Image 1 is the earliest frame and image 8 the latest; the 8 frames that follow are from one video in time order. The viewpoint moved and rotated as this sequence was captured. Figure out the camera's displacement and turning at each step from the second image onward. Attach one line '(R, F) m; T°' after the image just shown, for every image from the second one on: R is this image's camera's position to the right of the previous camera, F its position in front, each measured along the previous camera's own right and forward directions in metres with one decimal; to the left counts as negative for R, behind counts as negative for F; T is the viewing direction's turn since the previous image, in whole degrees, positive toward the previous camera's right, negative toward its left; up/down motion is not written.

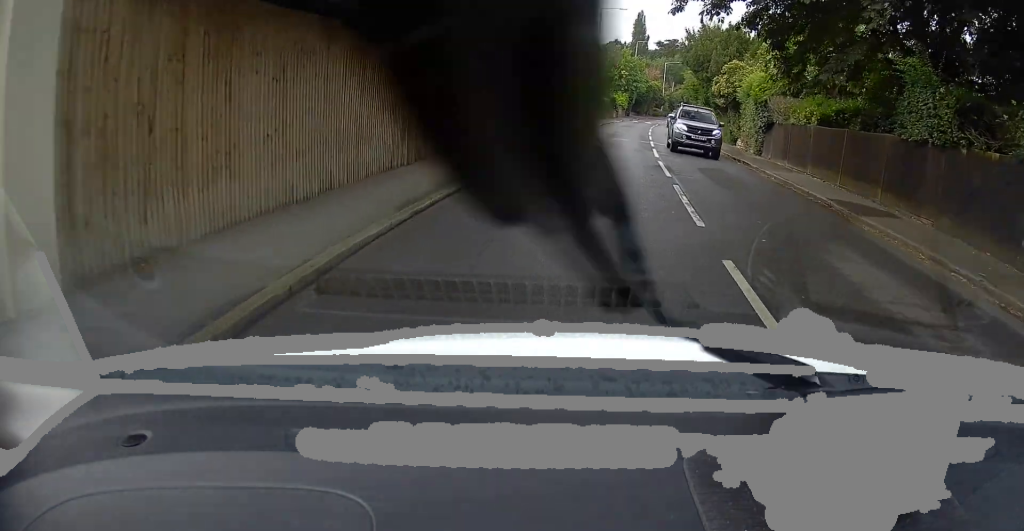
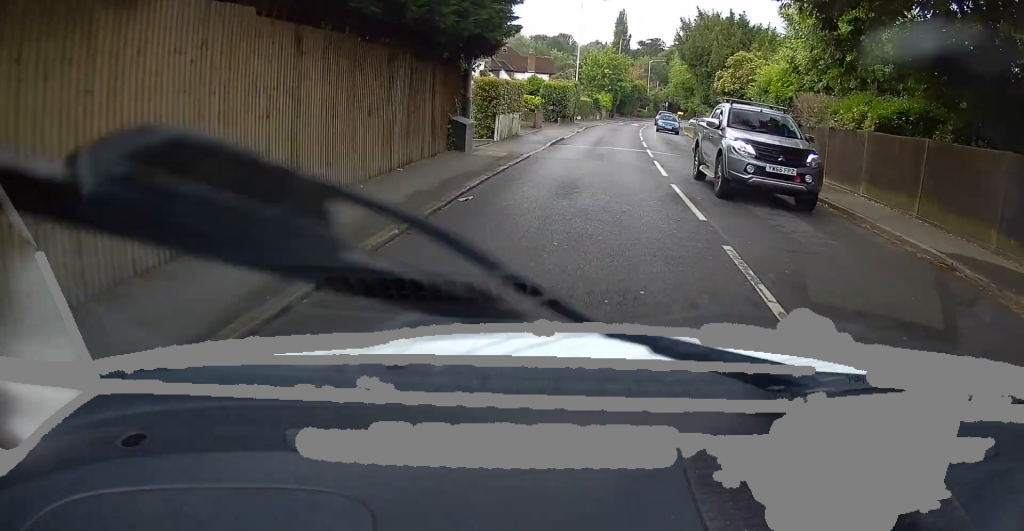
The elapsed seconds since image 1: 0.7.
(+0.1, +5.7) m; +2°
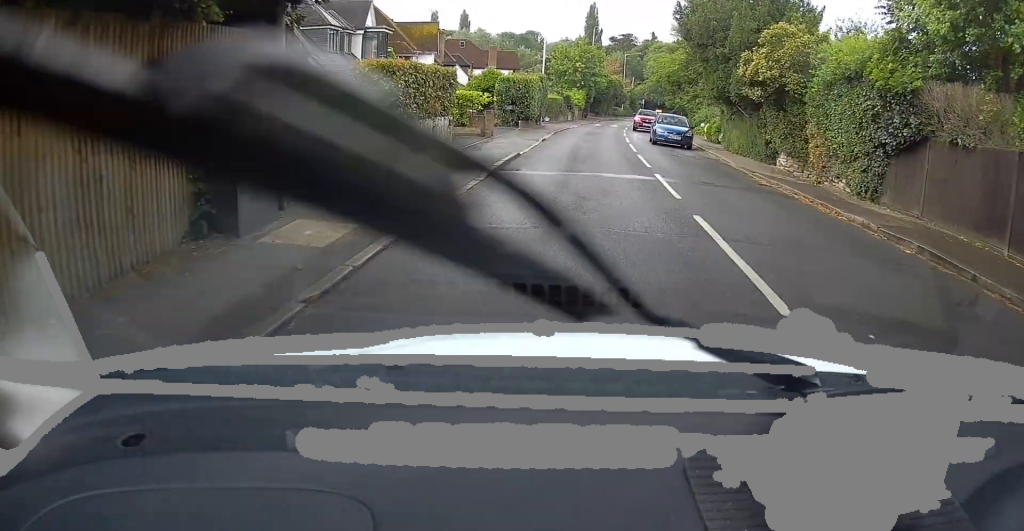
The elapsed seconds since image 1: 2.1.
(+0.4, +10.3) m; +5°
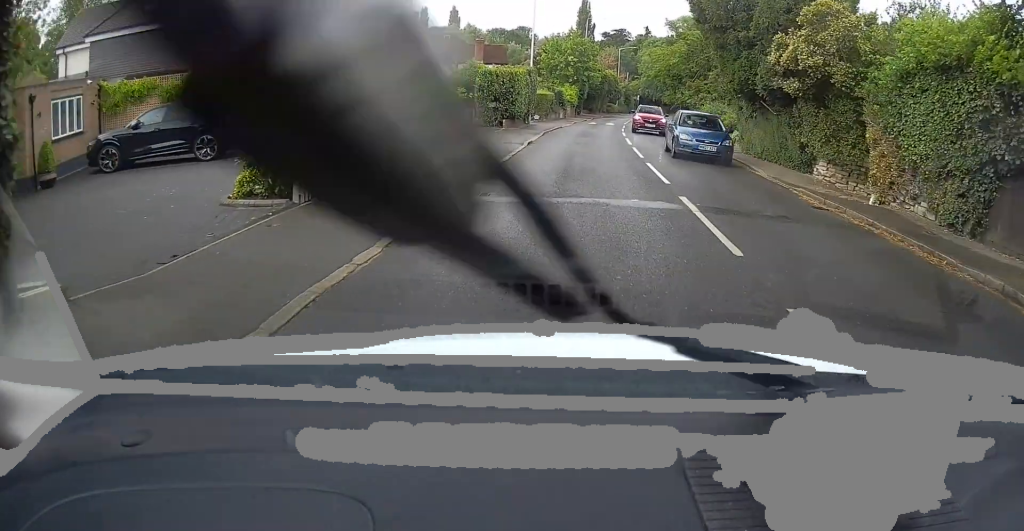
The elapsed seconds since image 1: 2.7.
(+0.1, +4.3) m; +1°
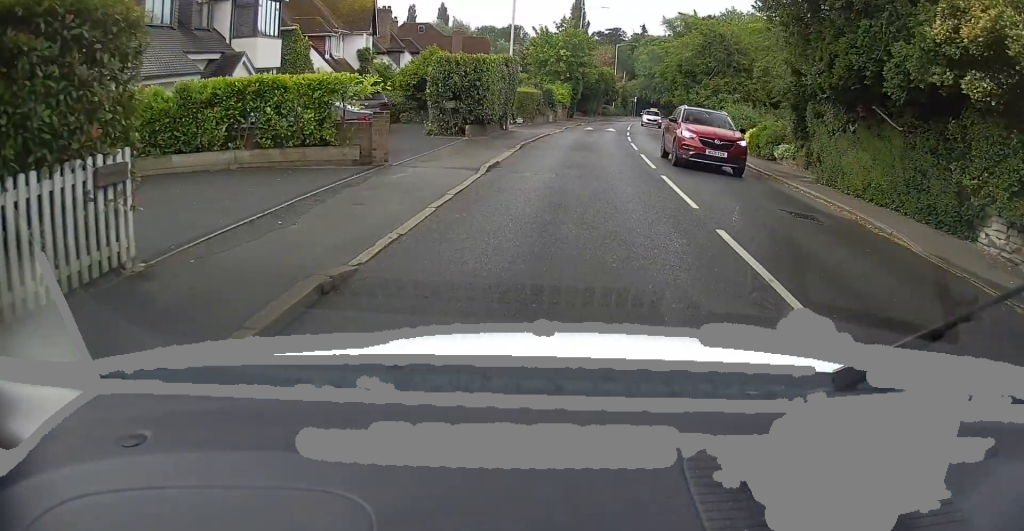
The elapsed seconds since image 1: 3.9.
(+0.1, +8.9) m; 0°
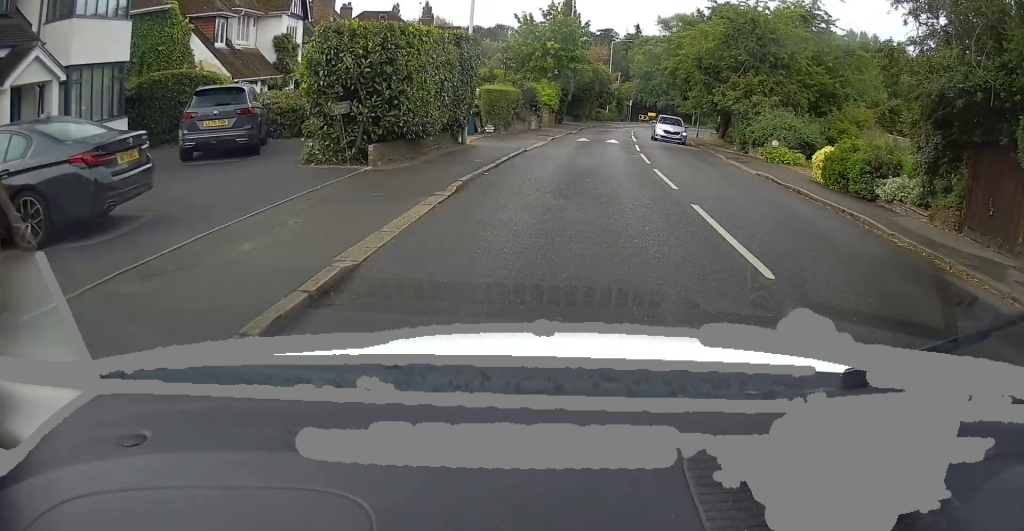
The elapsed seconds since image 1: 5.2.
(-0.2, +9.6) m; -2°
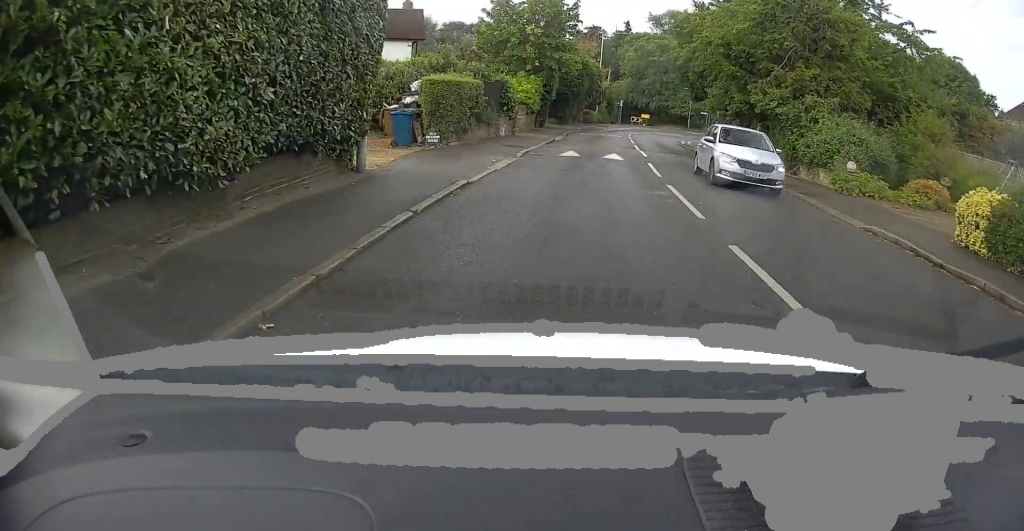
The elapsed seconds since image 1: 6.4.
(0.0, +9.1) m; +2°
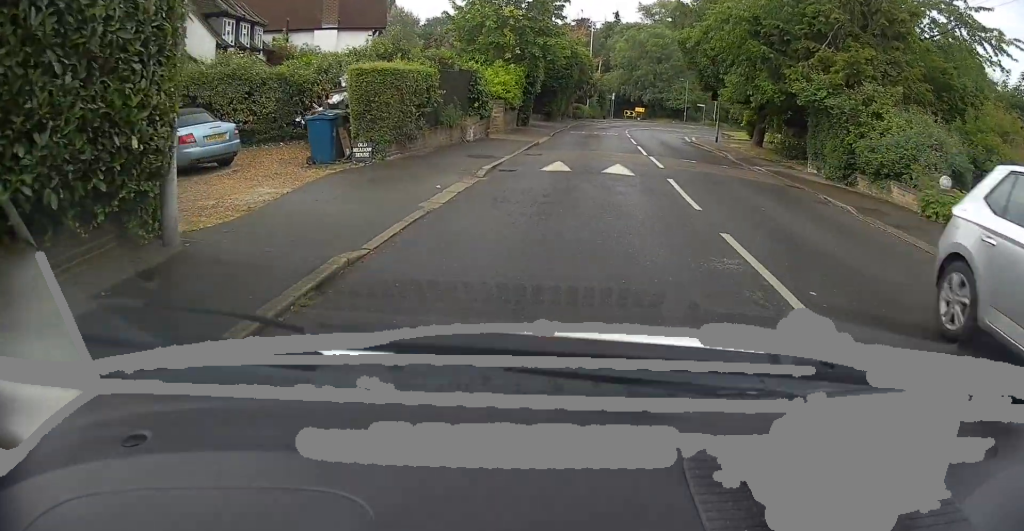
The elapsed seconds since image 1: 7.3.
(+0.1, +5.8) m; +2°
